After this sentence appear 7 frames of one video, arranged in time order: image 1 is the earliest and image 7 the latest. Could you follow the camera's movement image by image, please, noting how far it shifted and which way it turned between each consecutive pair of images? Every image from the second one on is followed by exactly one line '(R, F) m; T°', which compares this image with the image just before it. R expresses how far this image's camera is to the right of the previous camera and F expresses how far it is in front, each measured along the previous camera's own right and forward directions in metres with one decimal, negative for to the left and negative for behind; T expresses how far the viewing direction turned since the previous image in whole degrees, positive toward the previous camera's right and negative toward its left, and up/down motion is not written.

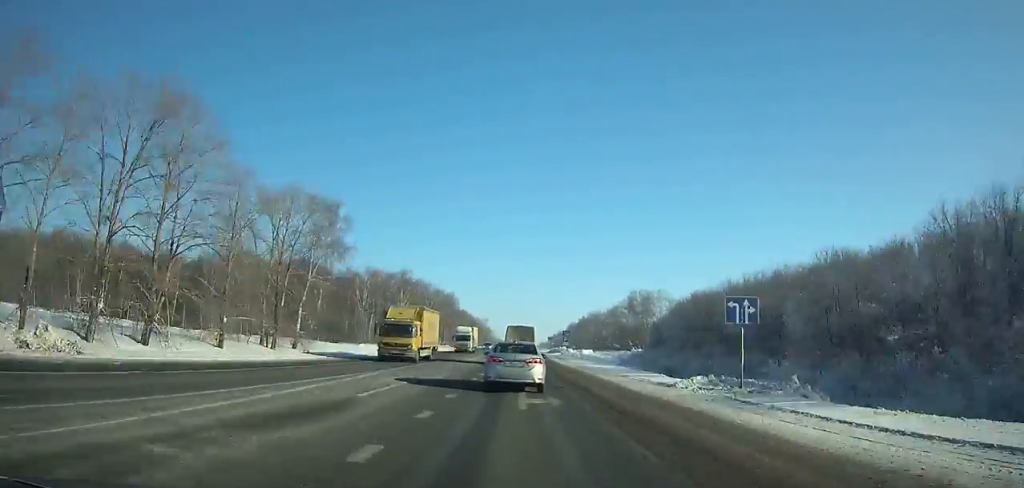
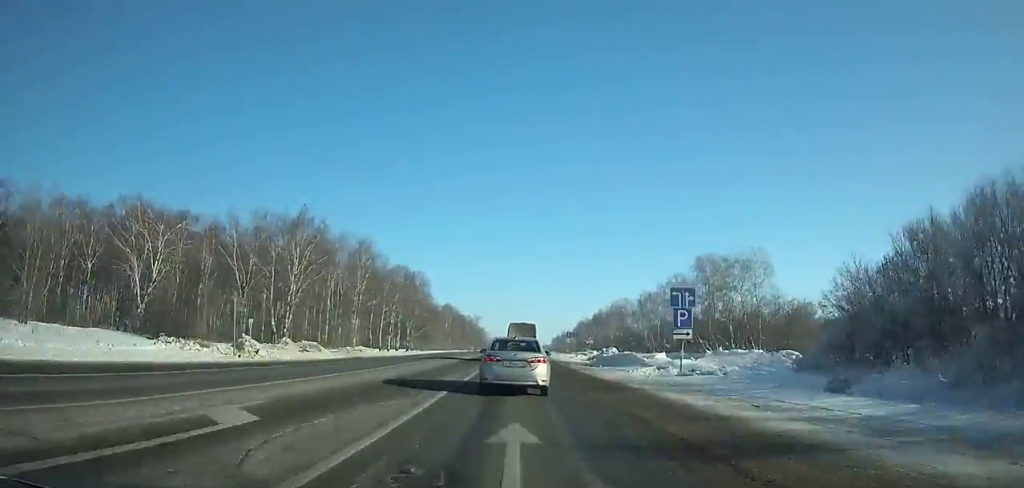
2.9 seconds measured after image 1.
(0.0, +67.8) m; 0°
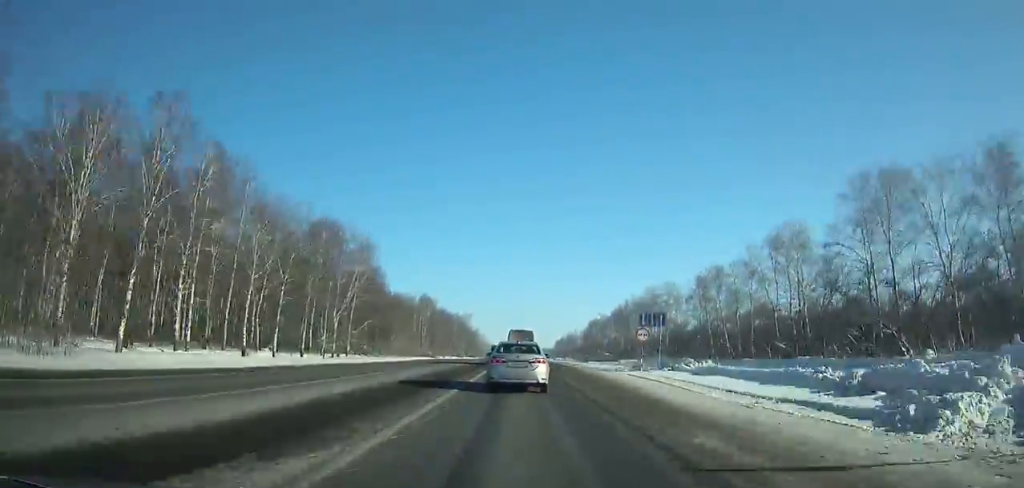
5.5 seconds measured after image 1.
(0.0, +58.9) m; 0°
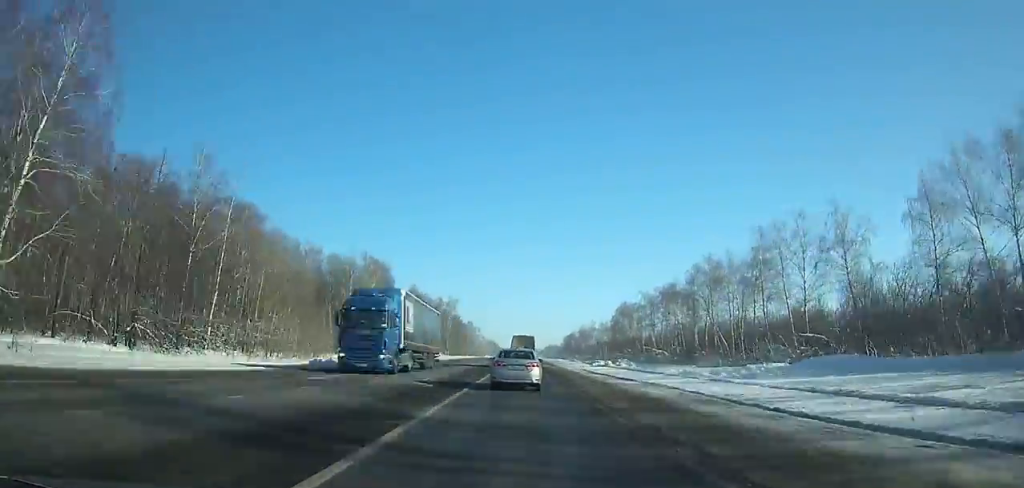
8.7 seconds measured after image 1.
(-0.1, +71.4) m; 0°
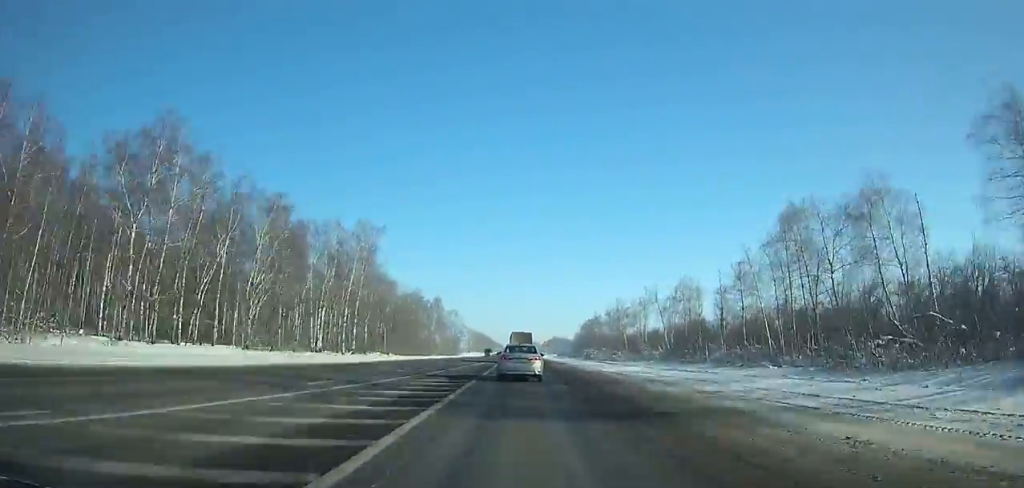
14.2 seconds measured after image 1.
(+0.4, +122.8) m; 0°
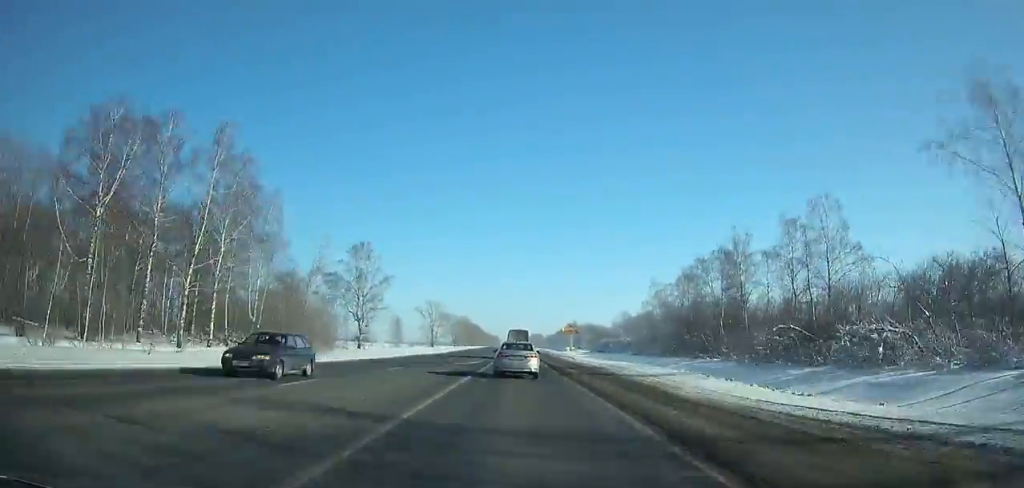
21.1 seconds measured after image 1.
(+0.1, +154.4) m; 0°
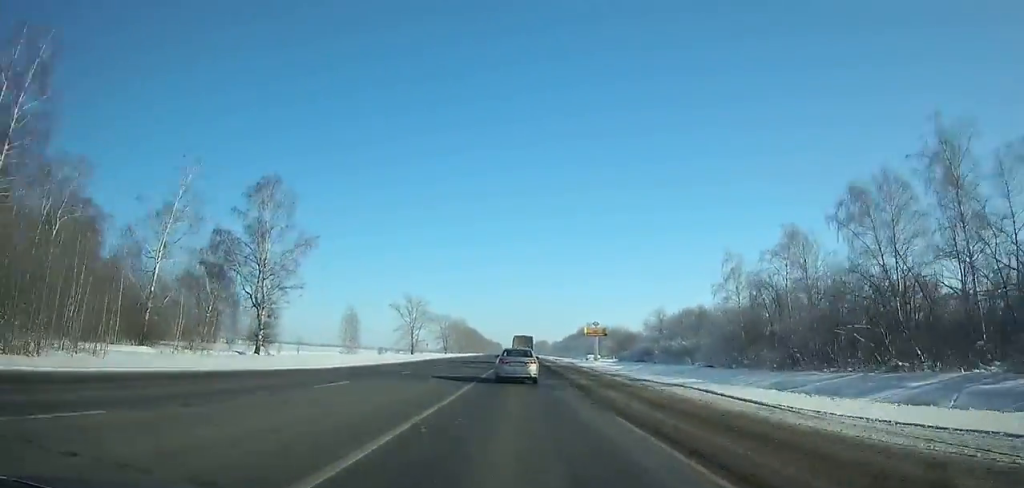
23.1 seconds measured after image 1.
(0.0, +44.8) m; 0°
